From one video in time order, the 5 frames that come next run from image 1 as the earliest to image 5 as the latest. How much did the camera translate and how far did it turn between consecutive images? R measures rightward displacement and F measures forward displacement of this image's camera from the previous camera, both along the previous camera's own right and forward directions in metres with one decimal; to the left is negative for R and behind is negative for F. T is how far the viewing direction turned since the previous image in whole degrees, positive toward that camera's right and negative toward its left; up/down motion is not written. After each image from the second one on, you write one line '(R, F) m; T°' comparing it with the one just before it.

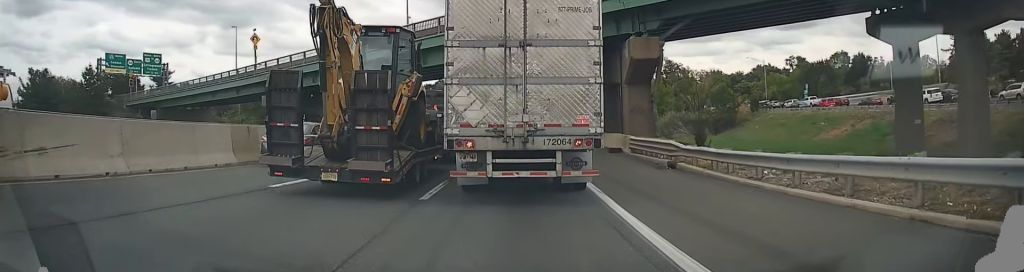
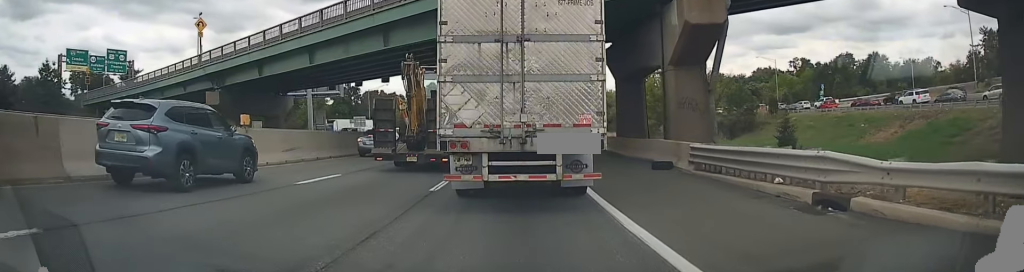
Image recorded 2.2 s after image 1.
(0.0, +10.5) m; 0°
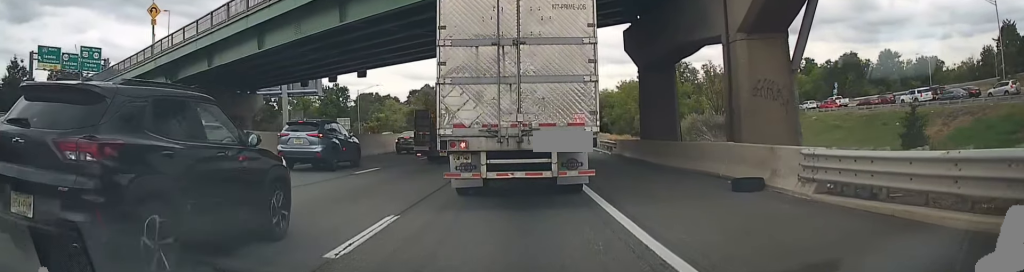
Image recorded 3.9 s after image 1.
(0.0, +7.2) m; -2°
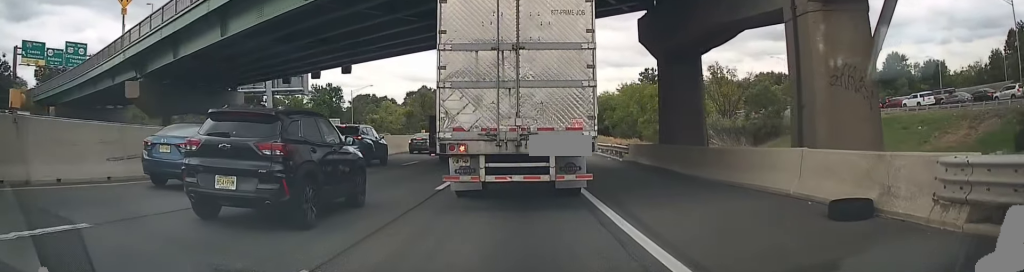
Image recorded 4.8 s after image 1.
(-0.2, +3.8) m; +2°
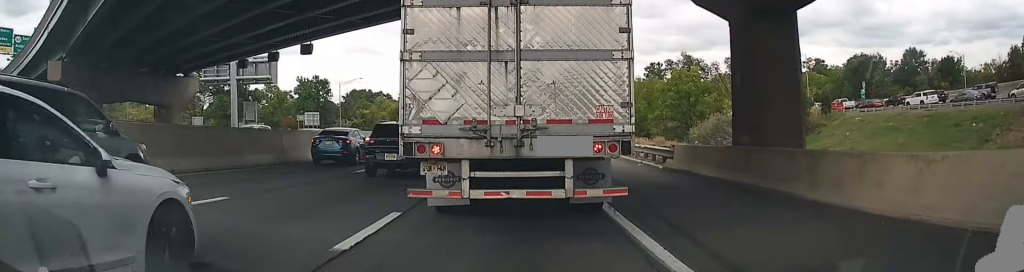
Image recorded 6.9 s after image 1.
(+0.7, +8.1) m; +1°
